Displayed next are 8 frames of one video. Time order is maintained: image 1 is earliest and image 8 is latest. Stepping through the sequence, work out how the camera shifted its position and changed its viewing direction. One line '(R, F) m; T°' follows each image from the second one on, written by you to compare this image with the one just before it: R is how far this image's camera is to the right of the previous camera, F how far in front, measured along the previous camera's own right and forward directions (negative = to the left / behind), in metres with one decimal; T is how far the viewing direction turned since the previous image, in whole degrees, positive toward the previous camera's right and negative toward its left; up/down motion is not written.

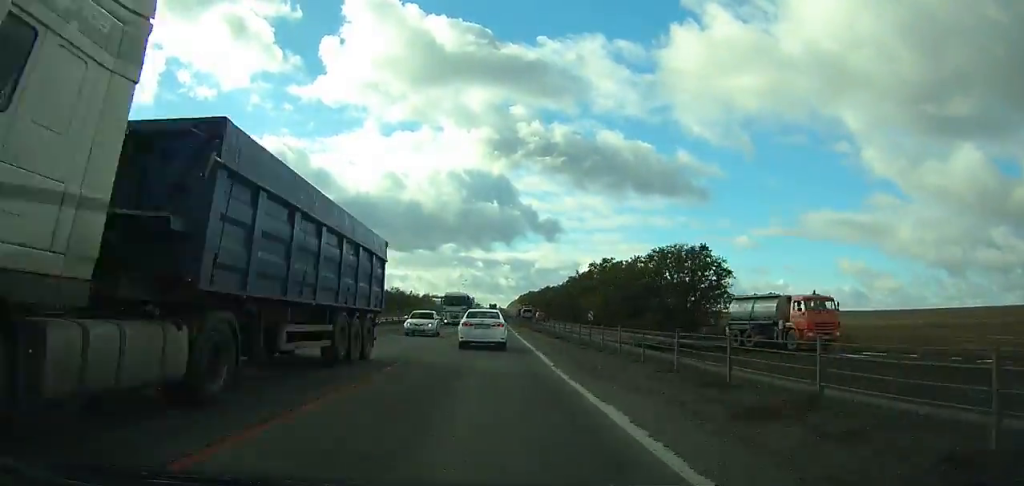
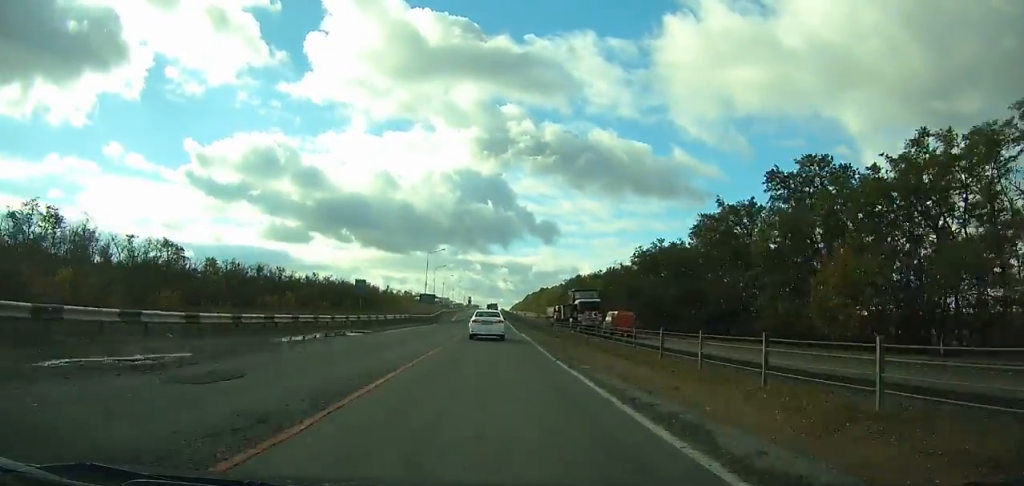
(-0.3, +88.5) m; 0°
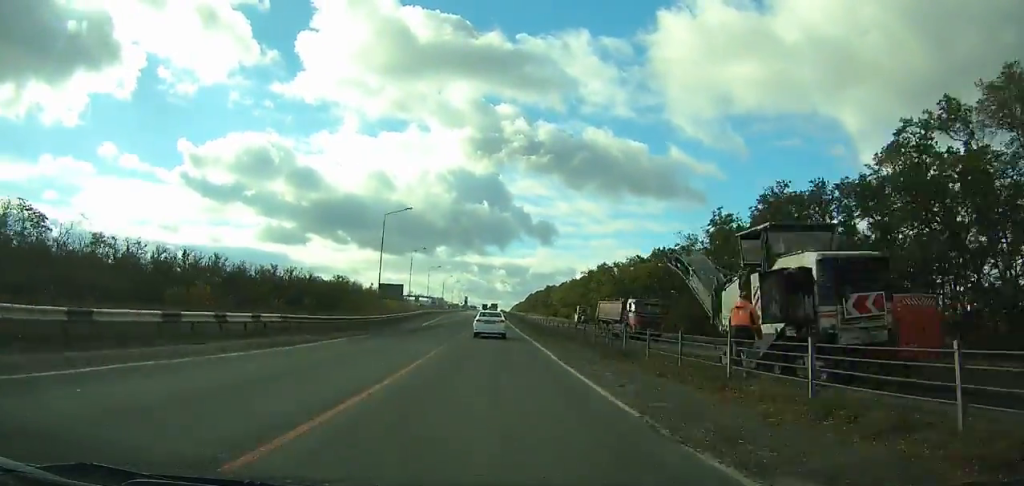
(+0.1, +36.0) m; 0°
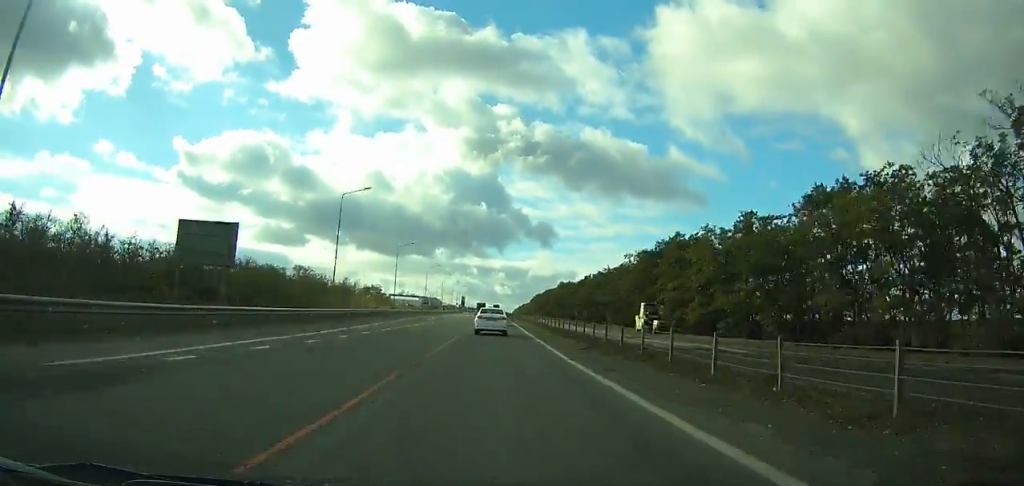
(-0.1, +44.6) m; 0°
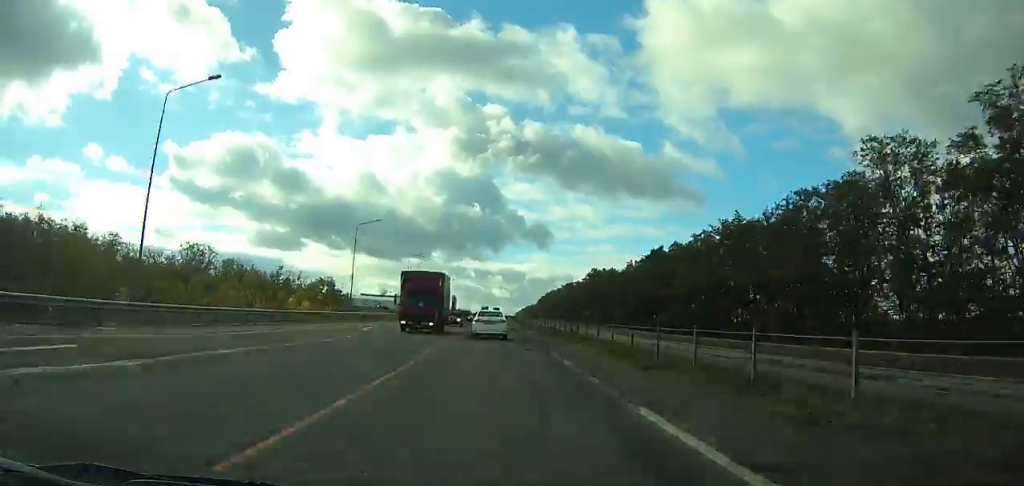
(+0.1, +63.3) m; 0°
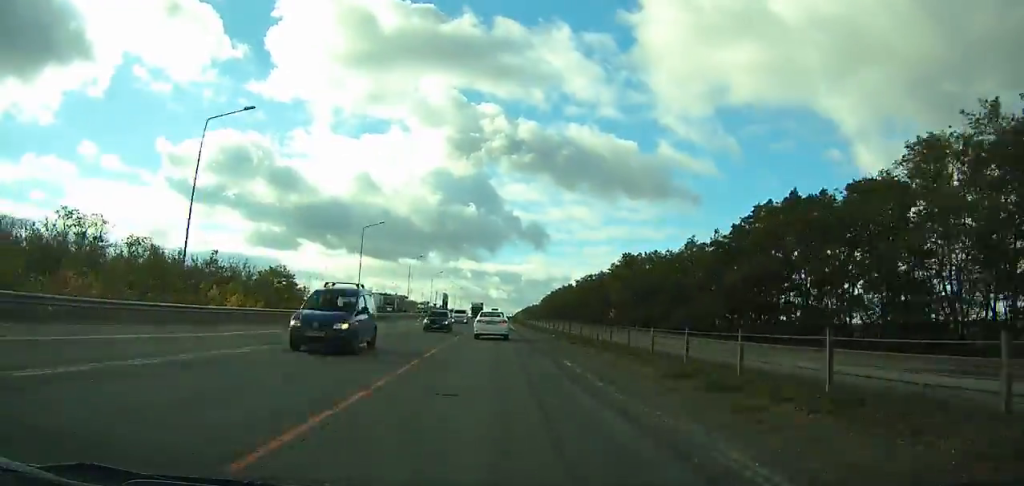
(0.0, +35.2) m; 0°
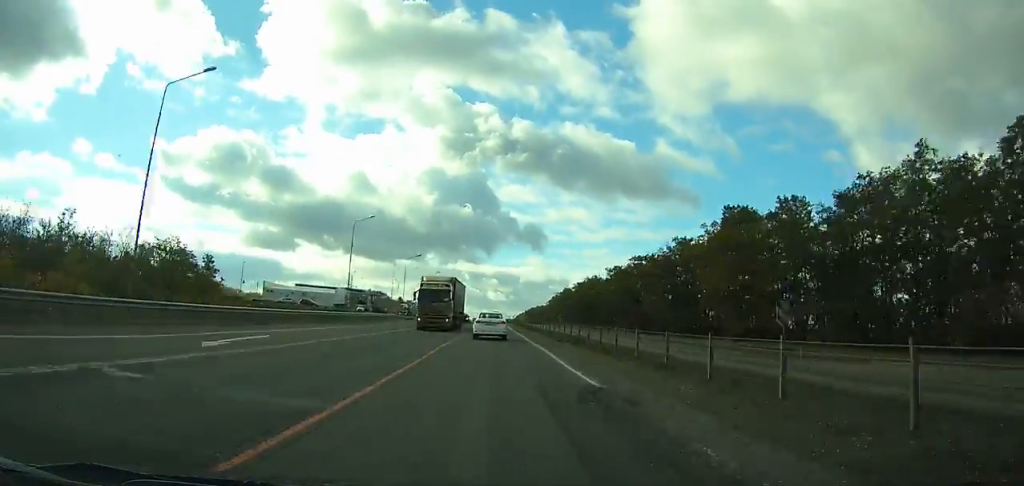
(0.0, +43.4) m; 0°
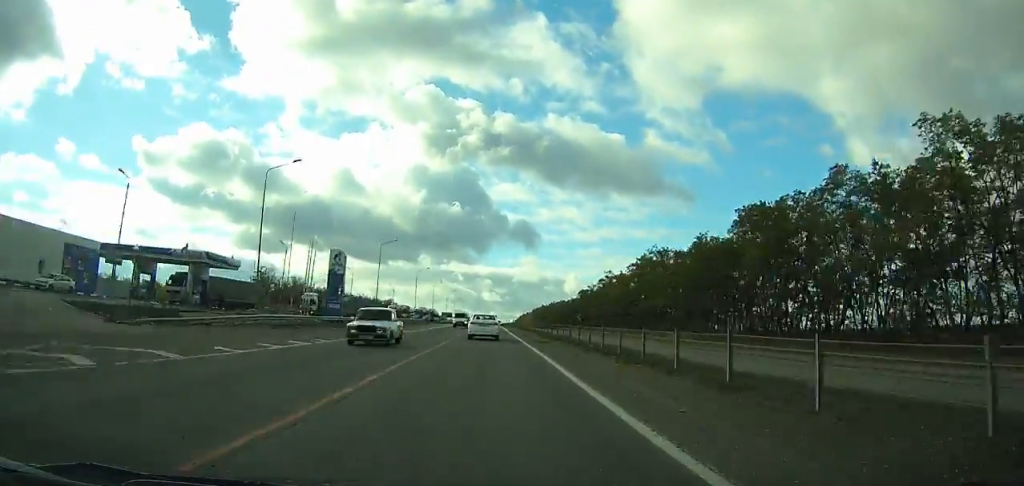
(+0.4, +98.5) m; 0°
